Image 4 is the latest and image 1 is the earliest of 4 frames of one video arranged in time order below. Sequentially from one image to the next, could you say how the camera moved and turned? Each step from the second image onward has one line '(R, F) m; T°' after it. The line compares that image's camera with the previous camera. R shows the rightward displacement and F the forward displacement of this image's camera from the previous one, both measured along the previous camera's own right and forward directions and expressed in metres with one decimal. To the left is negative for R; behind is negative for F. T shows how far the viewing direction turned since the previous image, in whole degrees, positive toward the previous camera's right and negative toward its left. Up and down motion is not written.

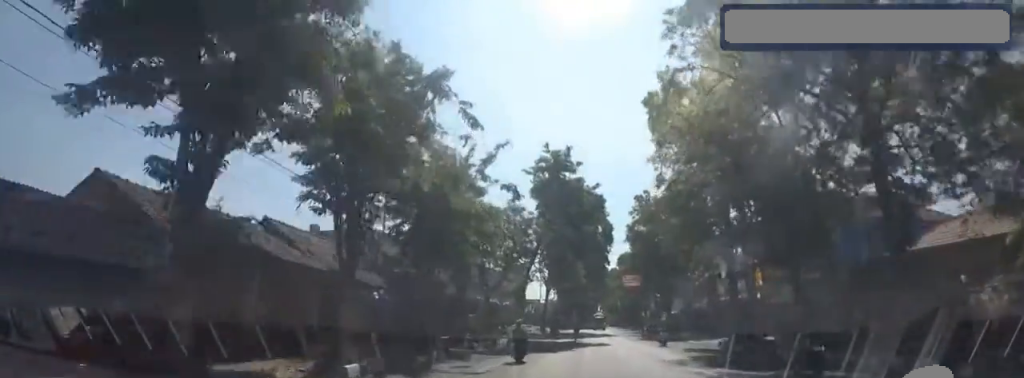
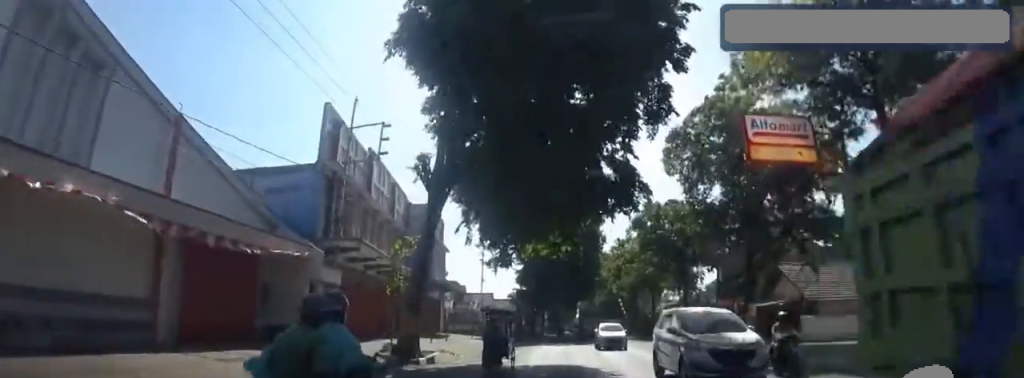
(+1.2, +44.1) m; +2°
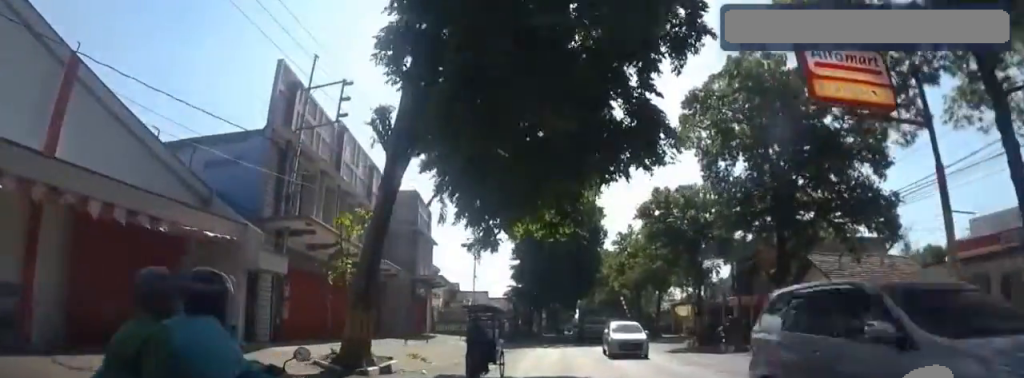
(+0.2, +3.8) m; 0°
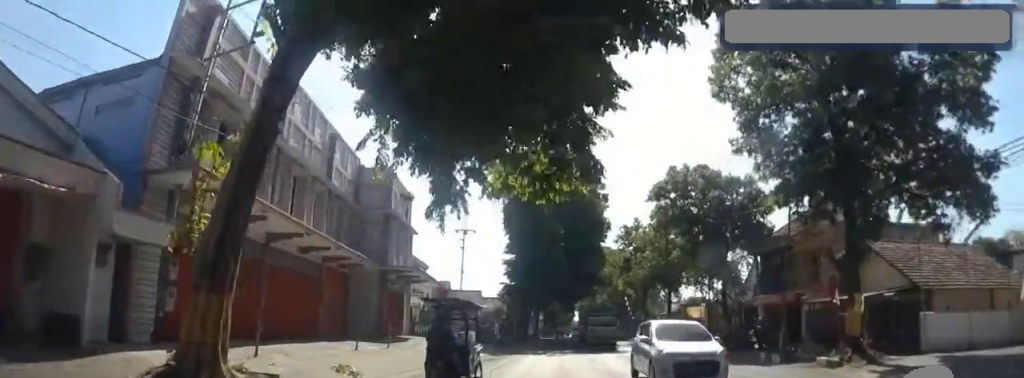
(+0.3, +5.2) m; 0°
